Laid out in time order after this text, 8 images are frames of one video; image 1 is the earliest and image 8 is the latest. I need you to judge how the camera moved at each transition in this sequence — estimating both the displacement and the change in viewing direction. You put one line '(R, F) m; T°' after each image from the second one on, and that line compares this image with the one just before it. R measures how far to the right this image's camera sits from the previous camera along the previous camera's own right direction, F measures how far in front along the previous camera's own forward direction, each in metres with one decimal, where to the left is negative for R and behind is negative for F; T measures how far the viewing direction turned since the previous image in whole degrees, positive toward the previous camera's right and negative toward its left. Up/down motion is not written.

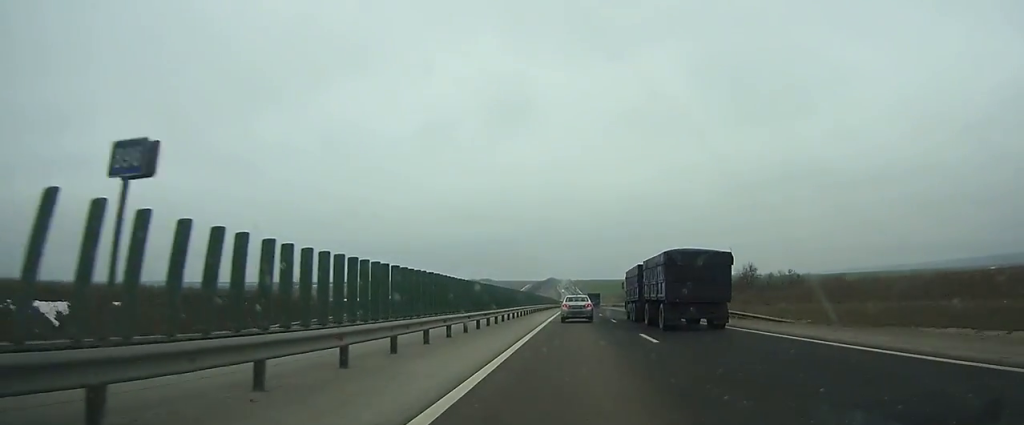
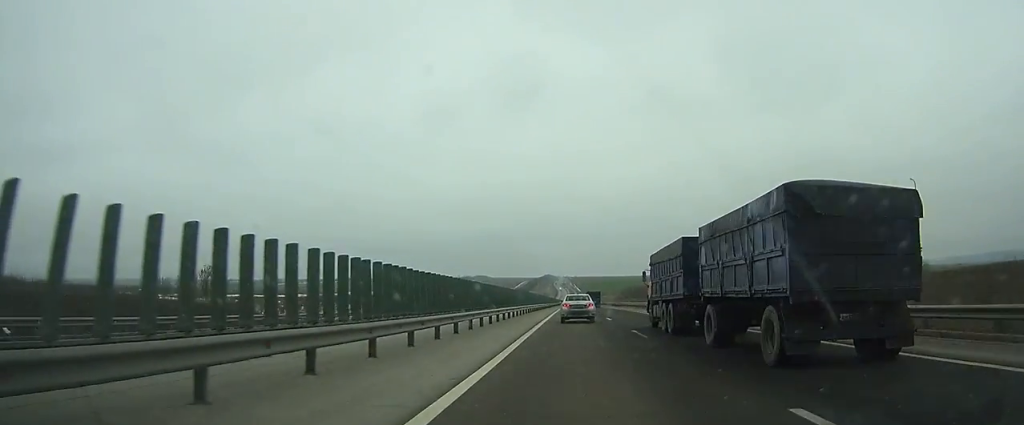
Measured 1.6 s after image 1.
(+0.1, +45.7) m; 0°
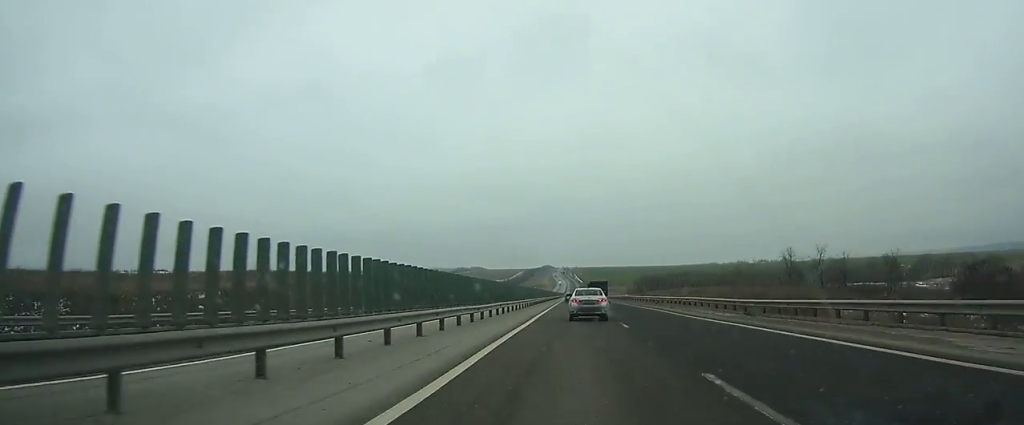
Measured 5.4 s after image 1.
(+0.4, +108.5) m; 0°
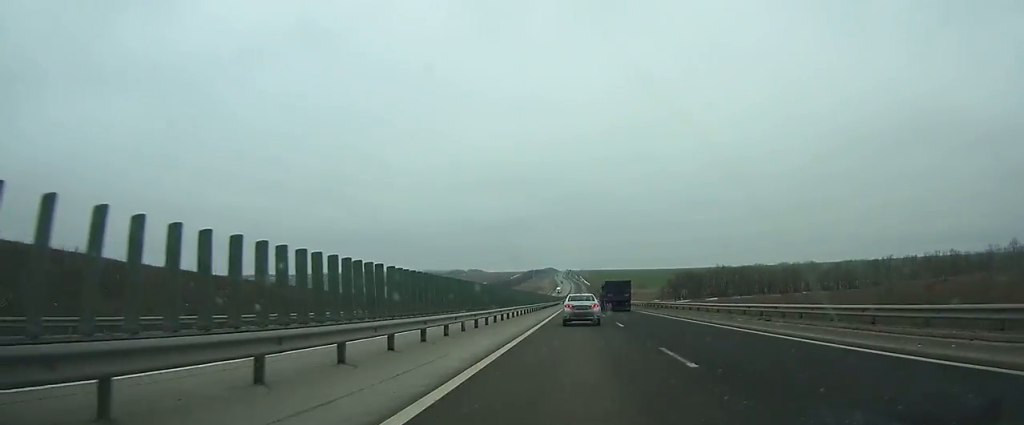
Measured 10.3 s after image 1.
(-0.5, +140.0) m; 0°
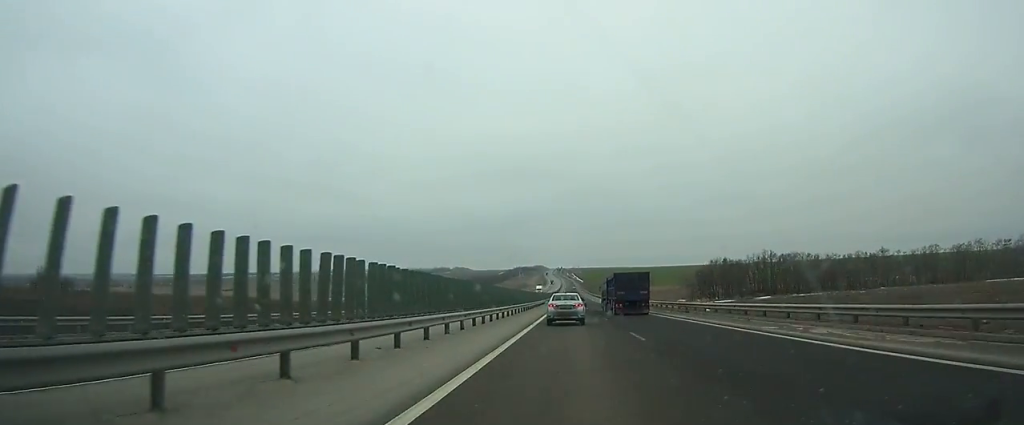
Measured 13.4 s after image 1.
(+0.2, +89.5) m; 0°
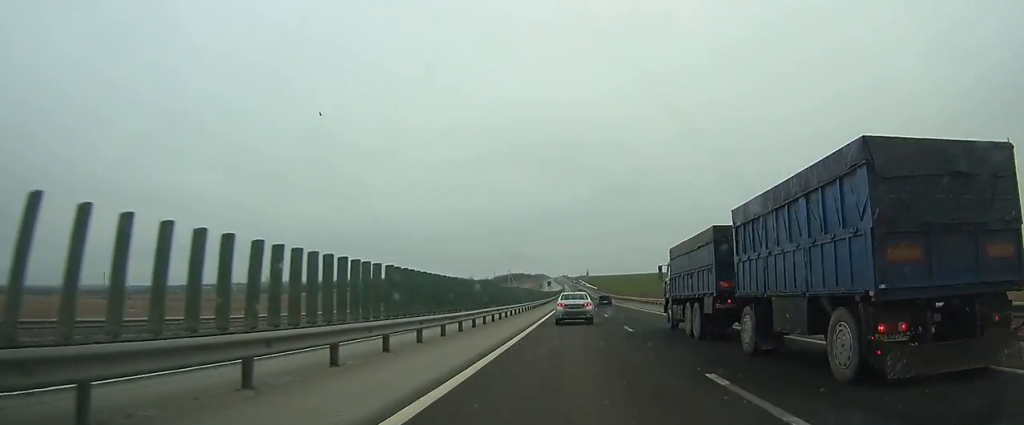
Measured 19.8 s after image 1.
(-0.4, +187.5) m; 0°
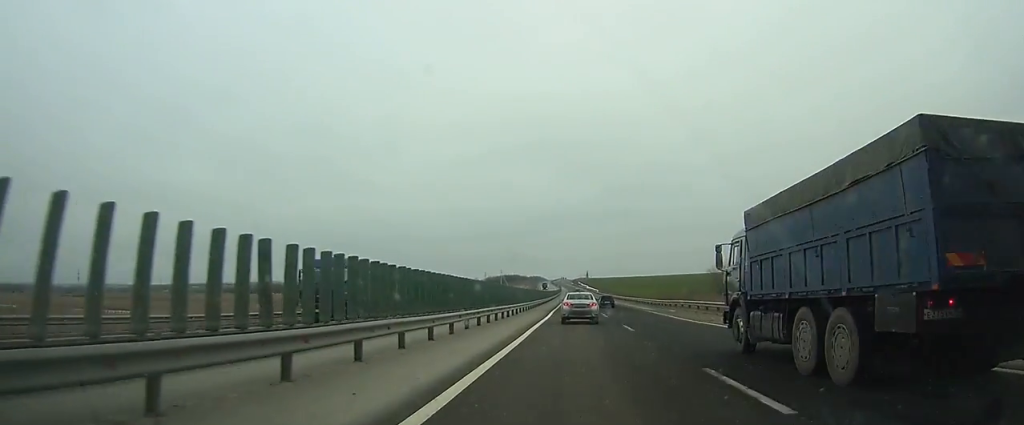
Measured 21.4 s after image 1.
(0.0, +47.4) m; 0°
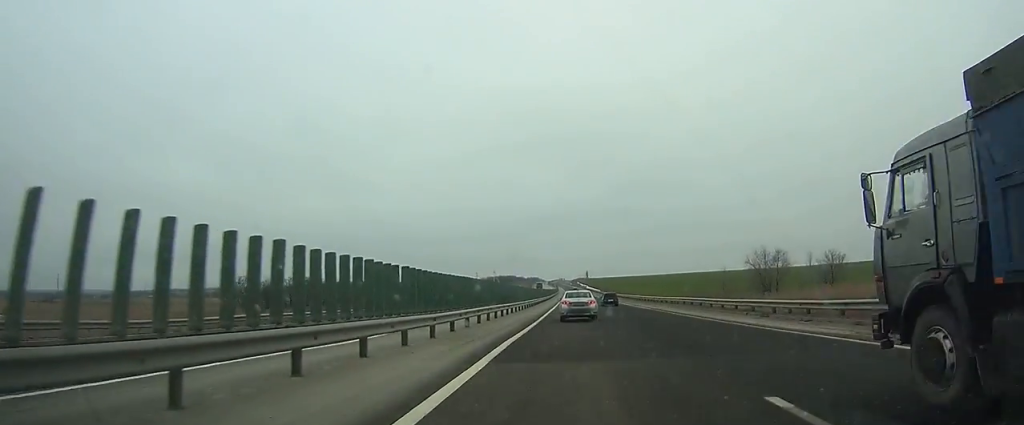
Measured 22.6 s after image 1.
(0.0, +35.6) m; 0°
